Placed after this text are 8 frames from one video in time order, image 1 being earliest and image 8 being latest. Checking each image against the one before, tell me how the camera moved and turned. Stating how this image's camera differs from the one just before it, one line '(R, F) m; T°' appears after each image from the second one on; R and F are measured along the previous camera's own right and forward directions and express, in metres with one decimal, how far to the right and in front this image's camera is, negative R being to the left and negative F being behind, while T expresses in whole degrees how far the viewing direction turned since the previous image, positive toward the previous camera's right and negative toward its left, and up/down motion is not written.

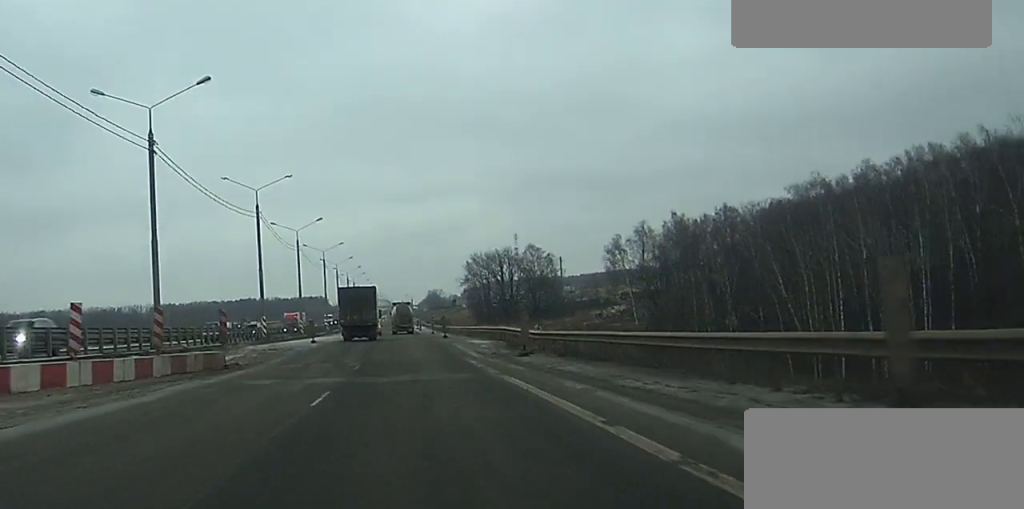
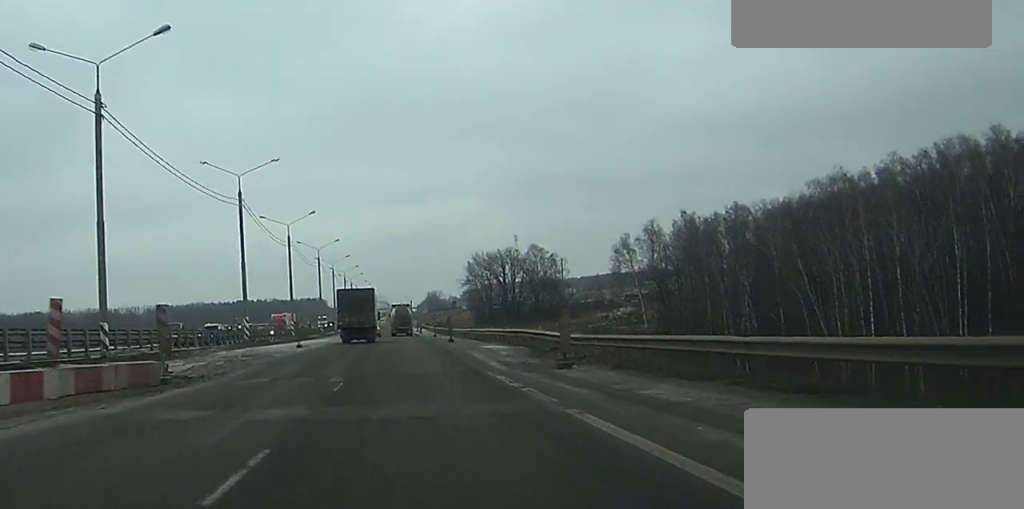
(0.0, +8.0) m; 0°
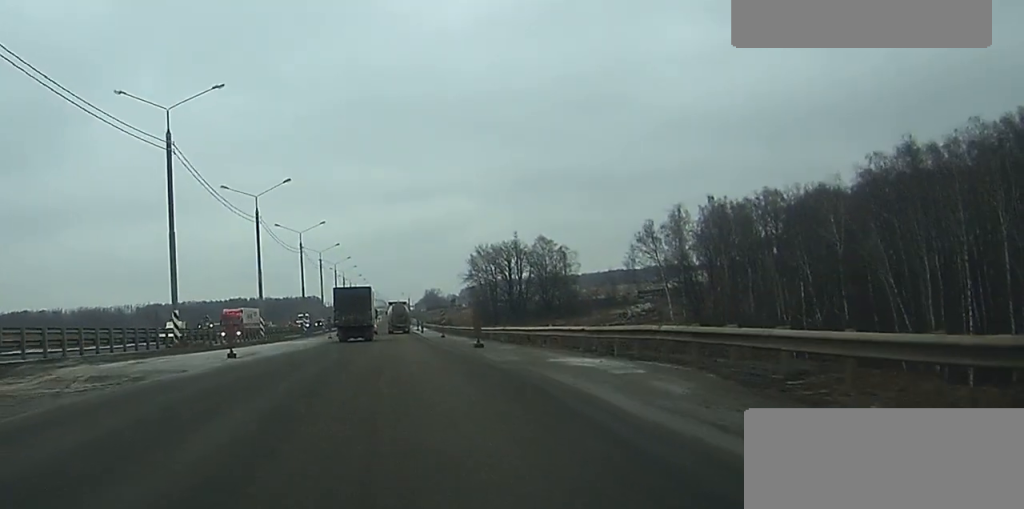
(0.0, +20.7) m; 0°
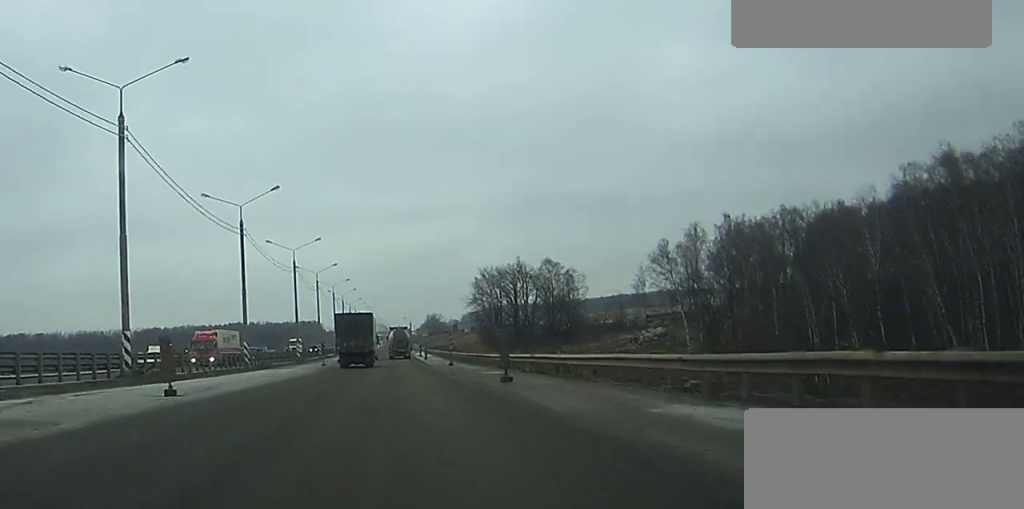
(0.0, +8.7) m; 0°
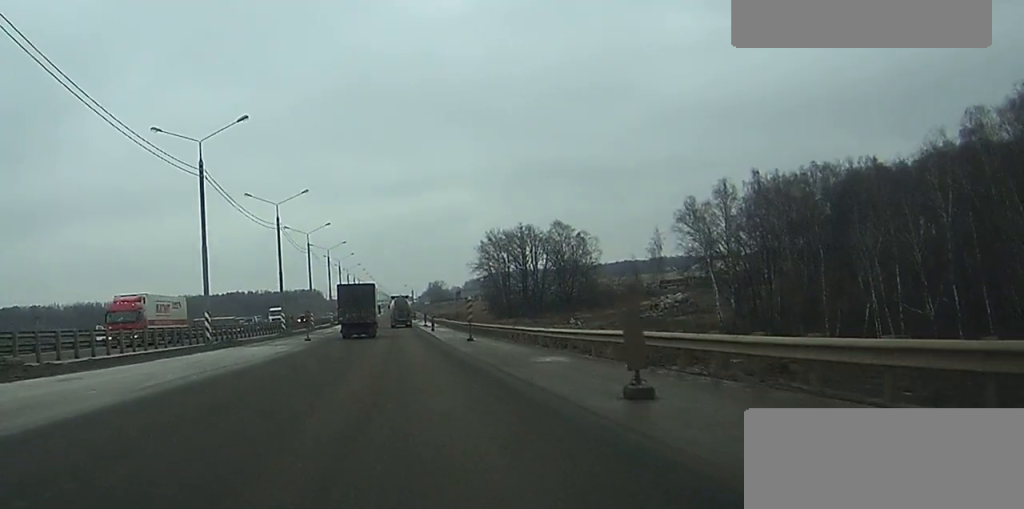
(0.0, +14.8) m; 0°
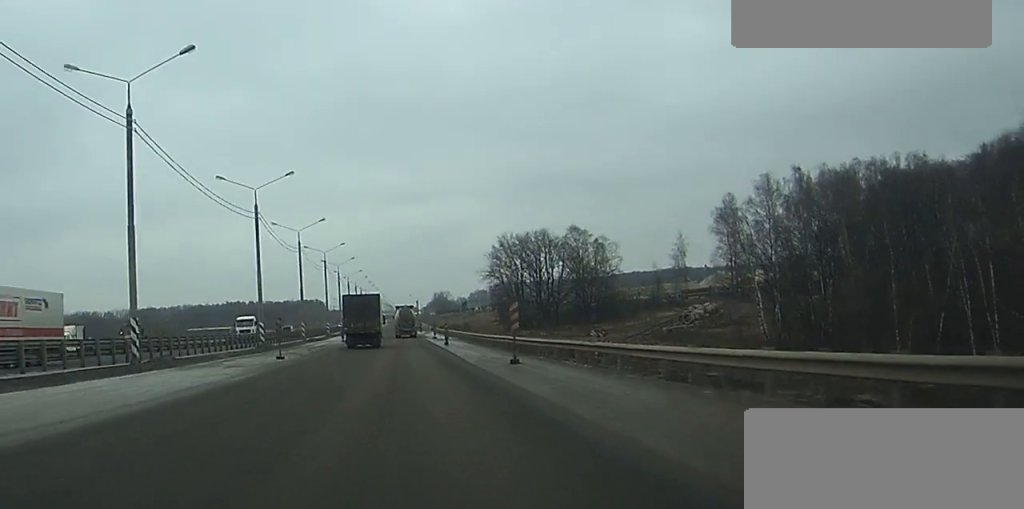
(0.0, +16.4) m; 0°
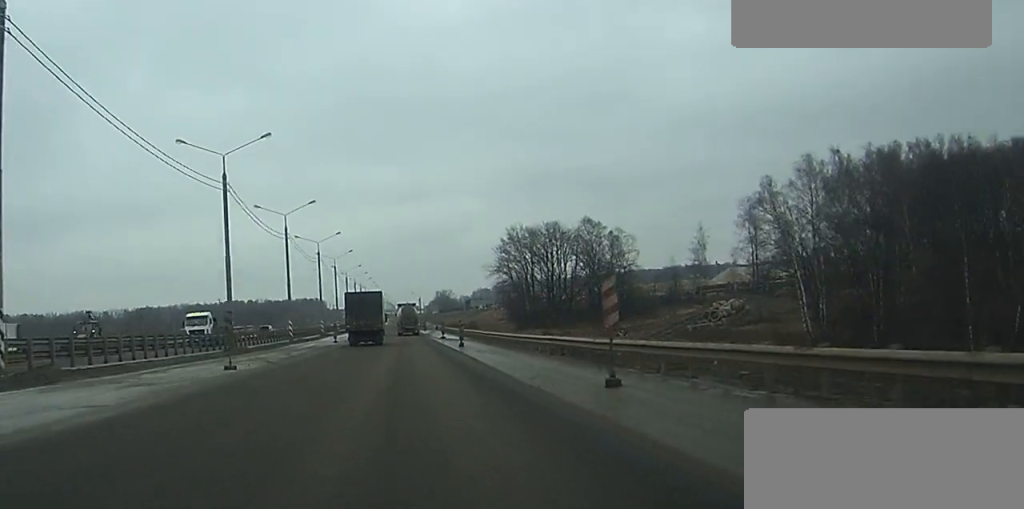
(0.0, +13.9) m; 0°
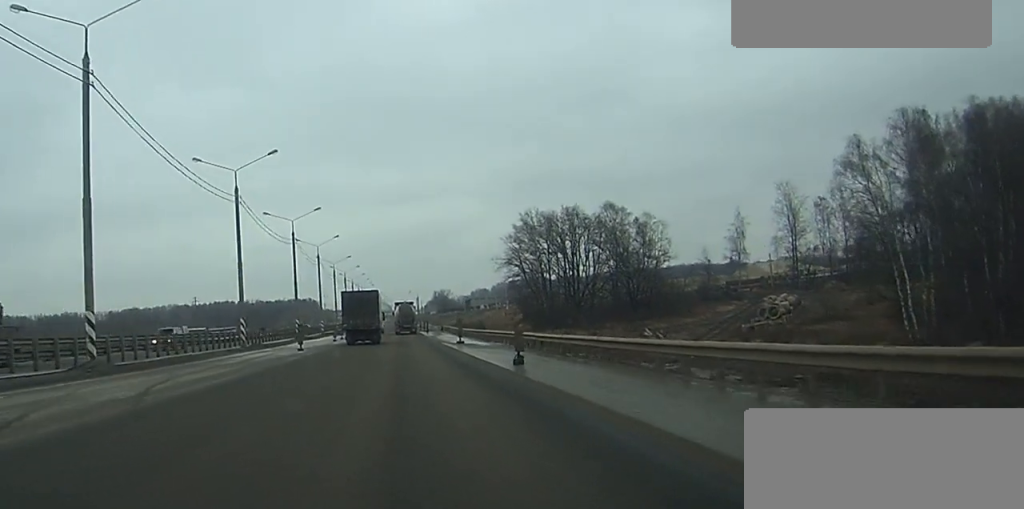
(0.0, +26.1) m; 0°
